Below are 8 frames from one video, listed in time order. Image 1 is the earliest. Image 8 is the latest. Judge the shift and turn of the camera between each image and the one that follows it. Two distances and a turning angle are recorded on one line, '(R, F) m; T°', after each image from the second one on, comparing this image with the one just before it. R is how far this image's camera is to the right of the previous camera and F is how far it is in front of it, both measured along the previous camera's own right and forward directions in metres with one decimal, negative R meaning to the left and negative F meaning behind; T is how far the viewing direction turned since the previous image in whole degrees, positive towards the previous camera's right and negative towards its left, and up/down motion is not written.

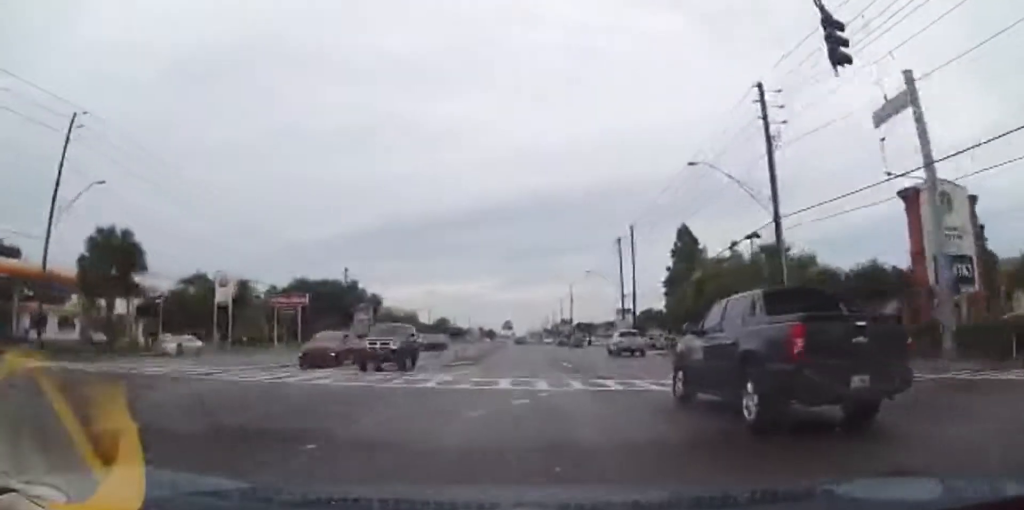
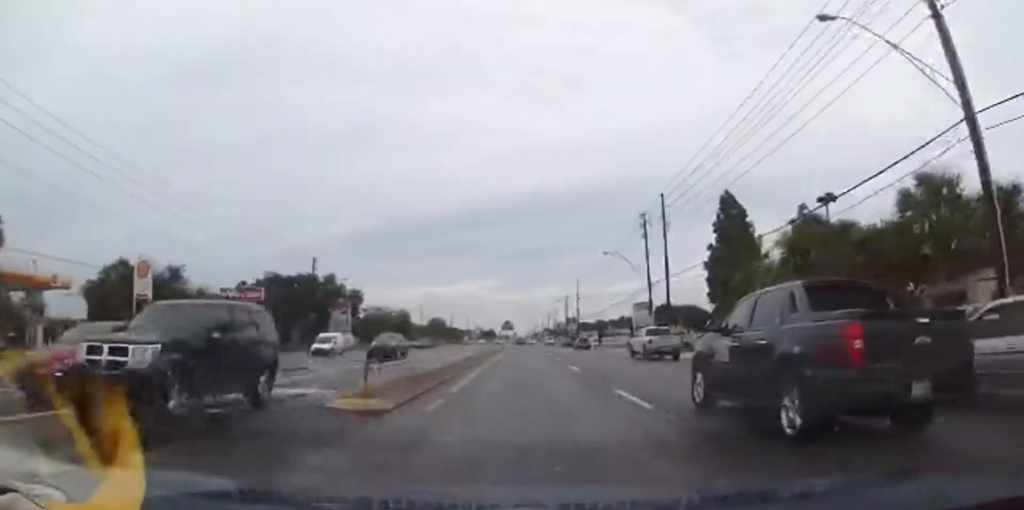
(0.0, +14.8) m; 0°
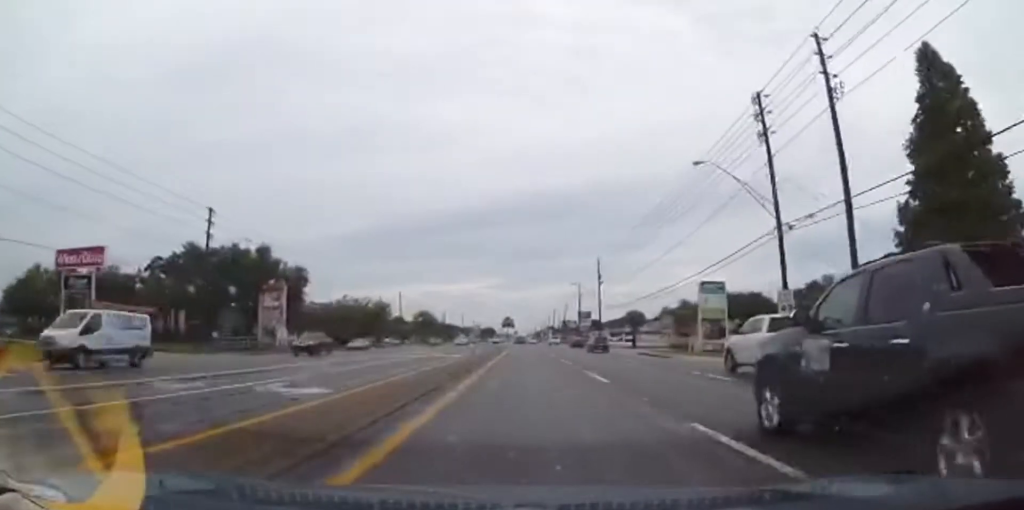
(0.0, +29.0) m; -1°
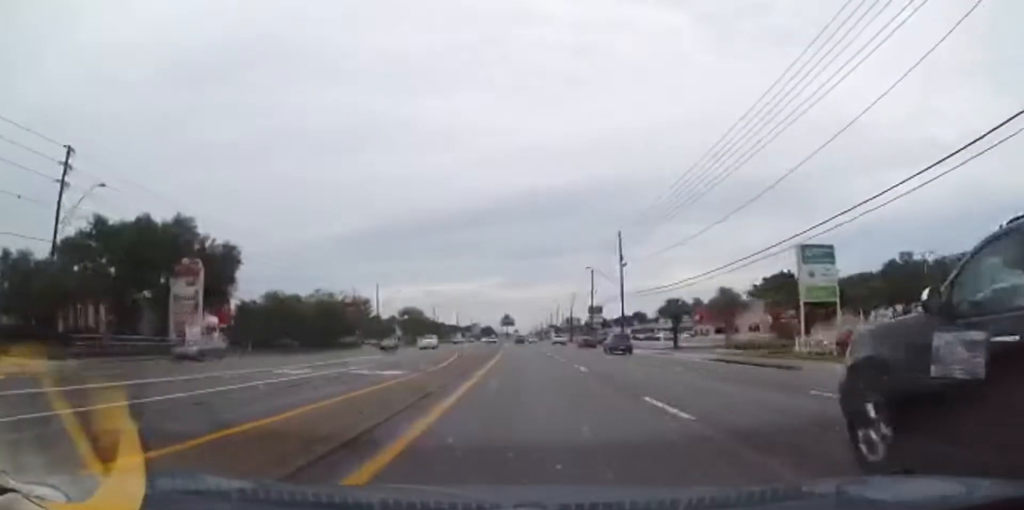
(-0.1, +19.8) m; -1°
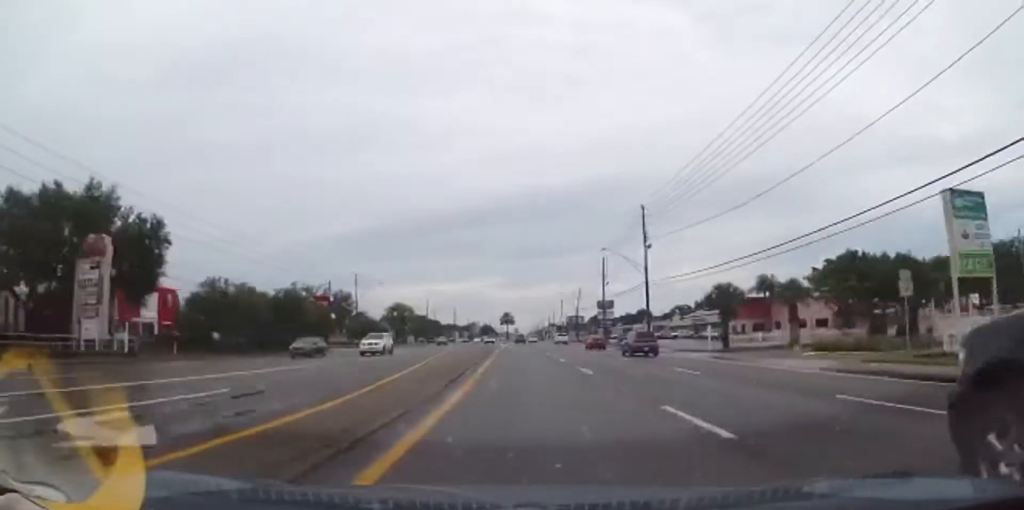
(-0.2, +13.7) m; -1°
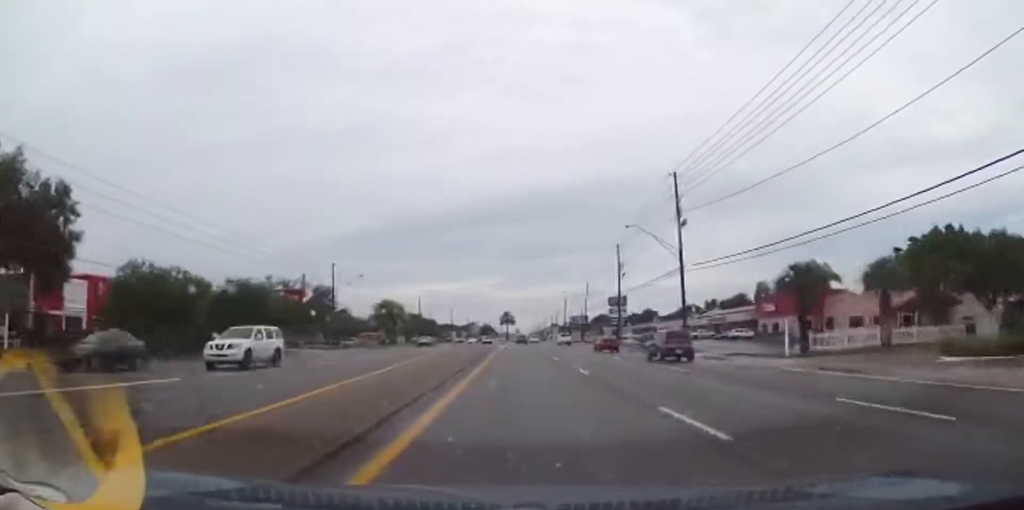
(0.0, +12.2) m; 0°
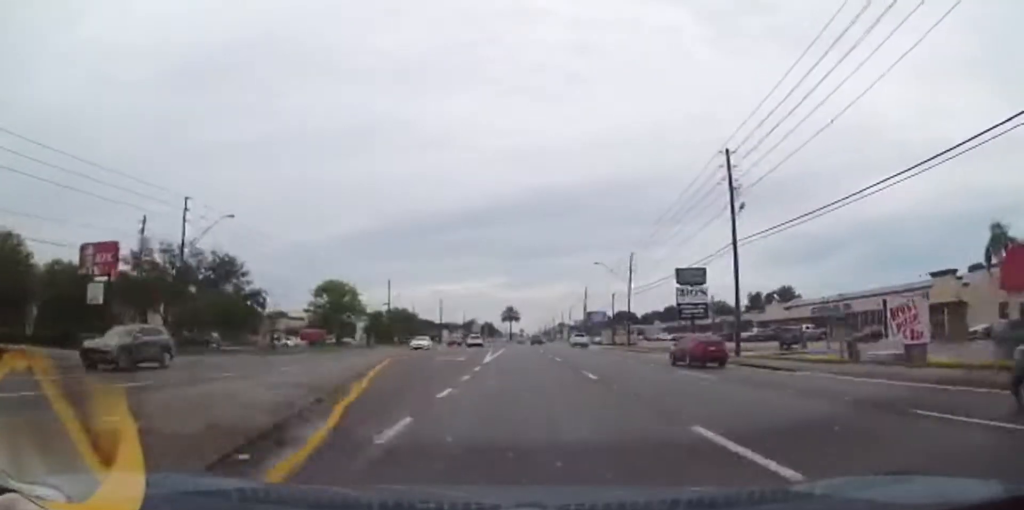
(+0.3, +37.6) m; +1°
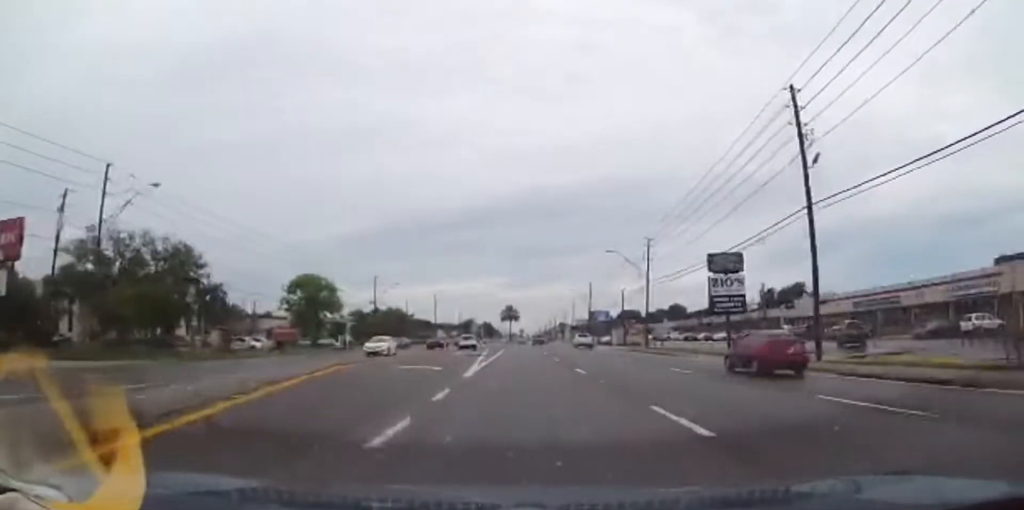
(0.0, +9.9) m; 0°
